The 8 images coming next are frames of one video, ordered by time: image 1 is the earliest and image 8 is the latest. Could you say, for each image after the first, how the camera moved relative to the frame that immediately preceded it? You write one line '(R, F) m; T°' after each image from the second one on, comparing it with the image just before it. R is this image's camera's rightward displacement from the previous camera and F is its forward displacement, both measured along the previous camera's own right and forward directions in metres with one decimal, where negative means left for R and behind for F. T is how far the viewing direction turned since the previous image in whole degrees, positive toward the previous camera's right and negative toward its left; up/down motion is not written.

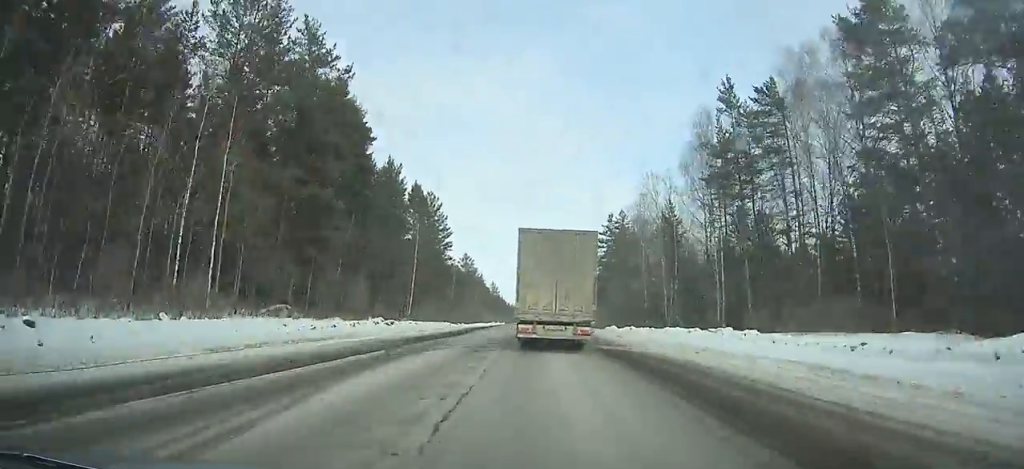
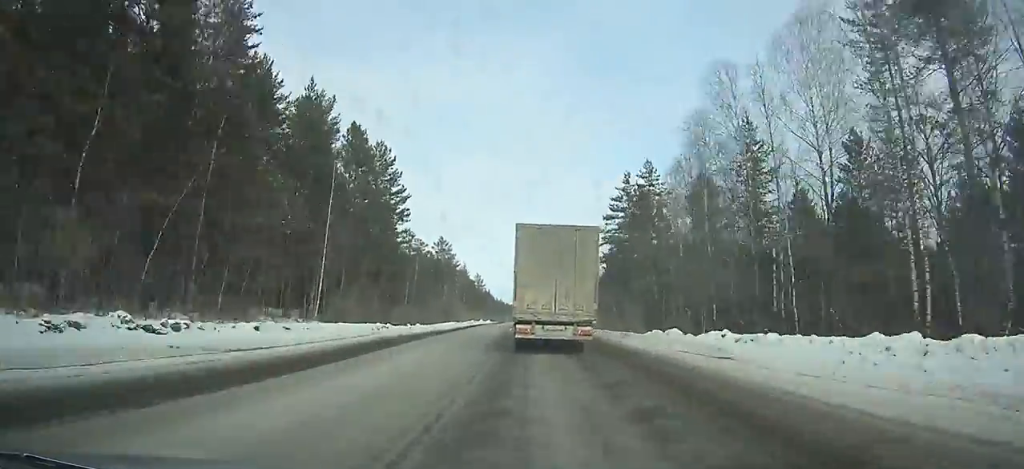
(0.0, +29.3) m; 0°
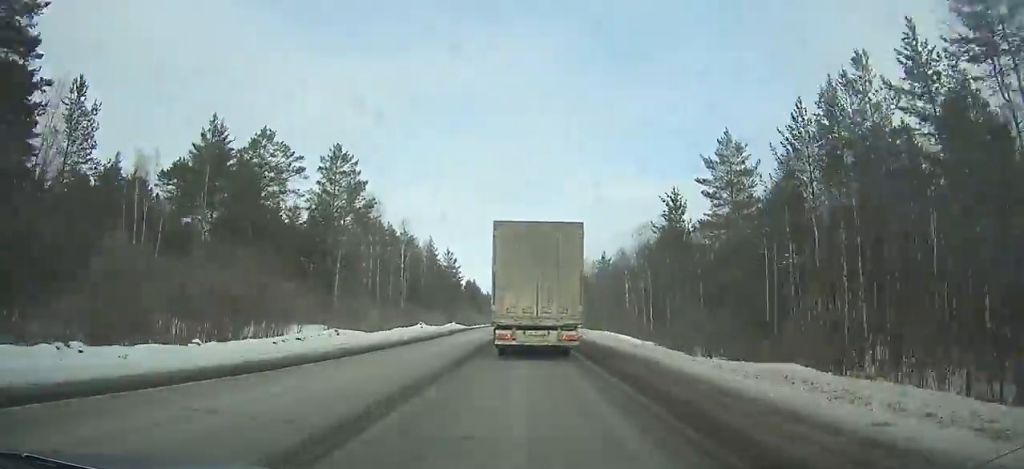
(+0.5, +76.9) m; 0°
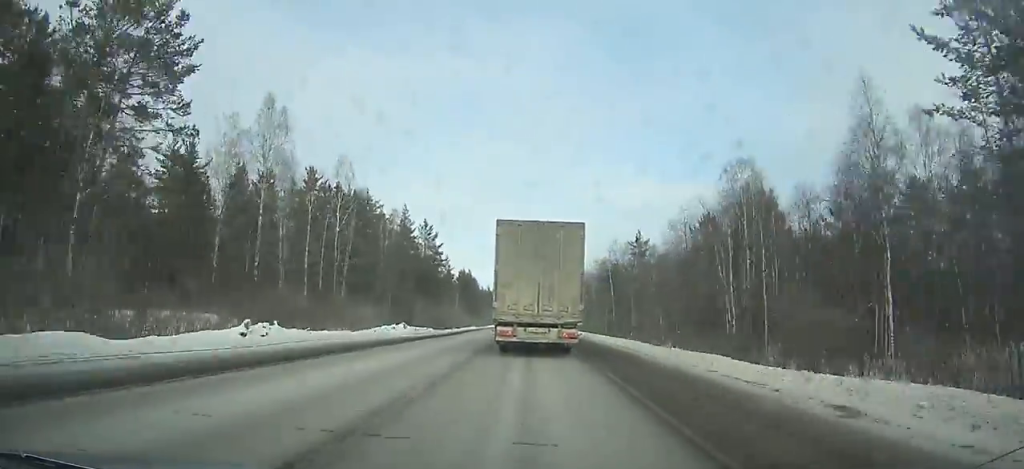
(-0.1, +40.0) m; 0°
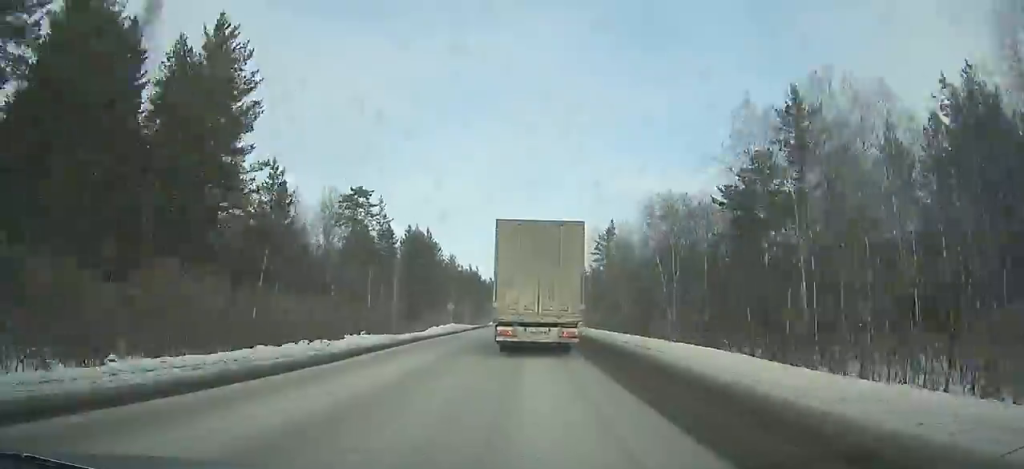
(-0.2, +69.8) m; 0°
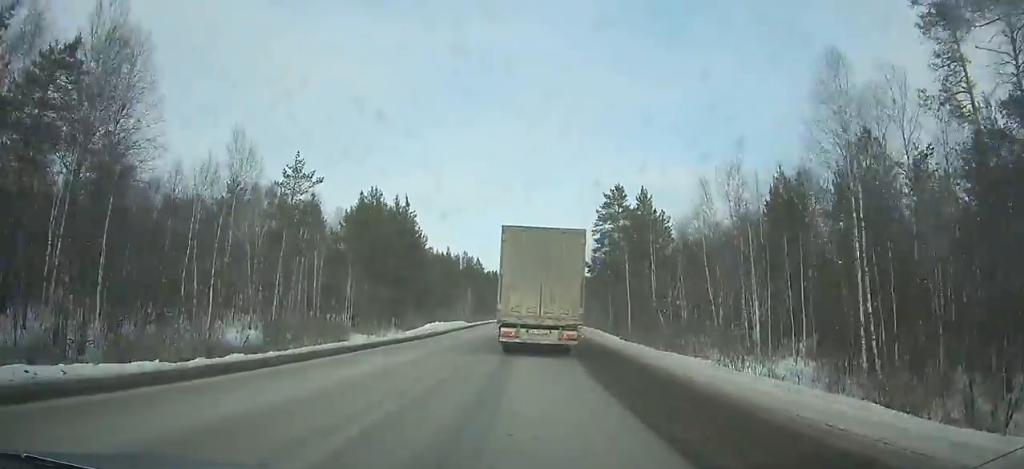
(+0.6, +93.4) m; +1°
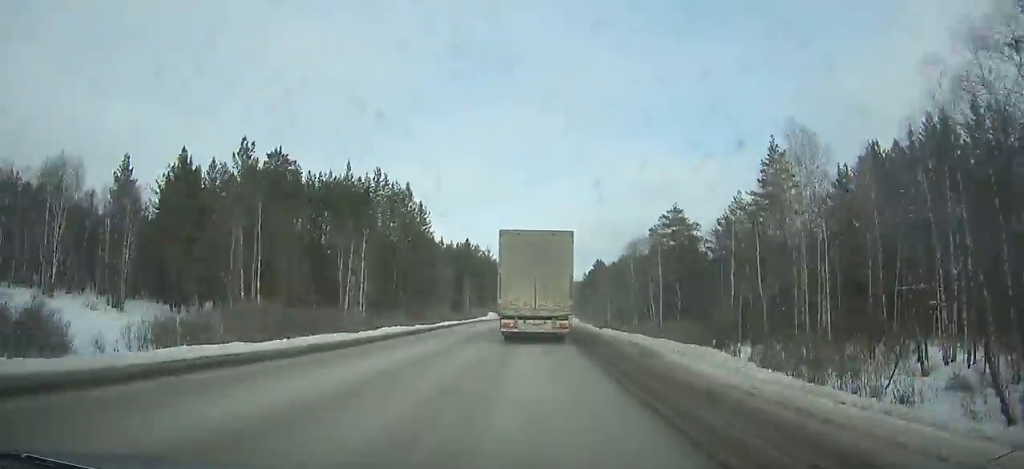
(+0.5, +96.2) m; +1°
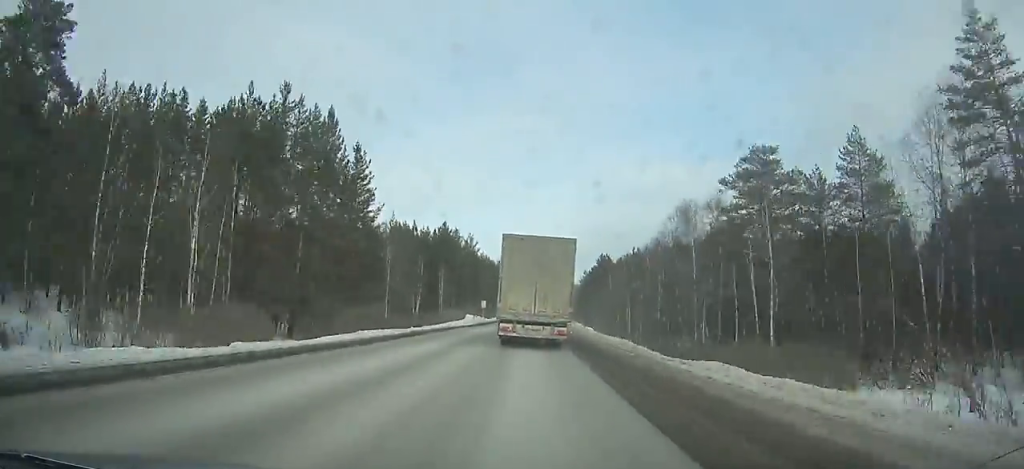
(+0.2, +30.9) m; 0°
